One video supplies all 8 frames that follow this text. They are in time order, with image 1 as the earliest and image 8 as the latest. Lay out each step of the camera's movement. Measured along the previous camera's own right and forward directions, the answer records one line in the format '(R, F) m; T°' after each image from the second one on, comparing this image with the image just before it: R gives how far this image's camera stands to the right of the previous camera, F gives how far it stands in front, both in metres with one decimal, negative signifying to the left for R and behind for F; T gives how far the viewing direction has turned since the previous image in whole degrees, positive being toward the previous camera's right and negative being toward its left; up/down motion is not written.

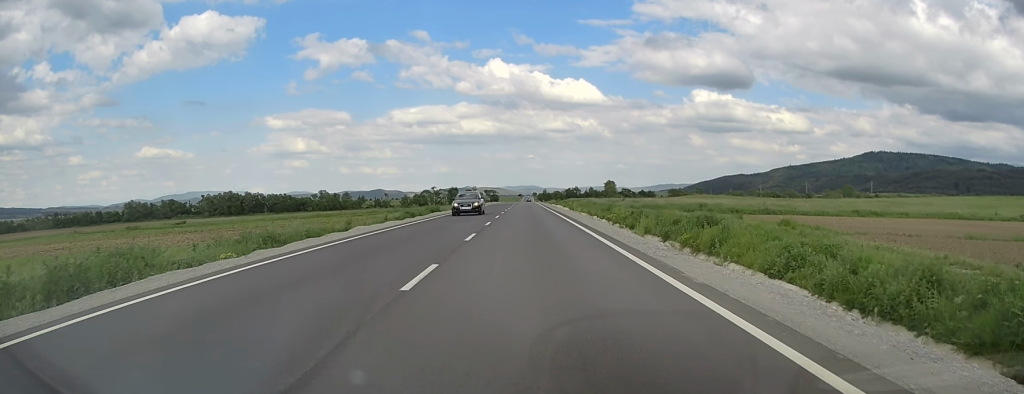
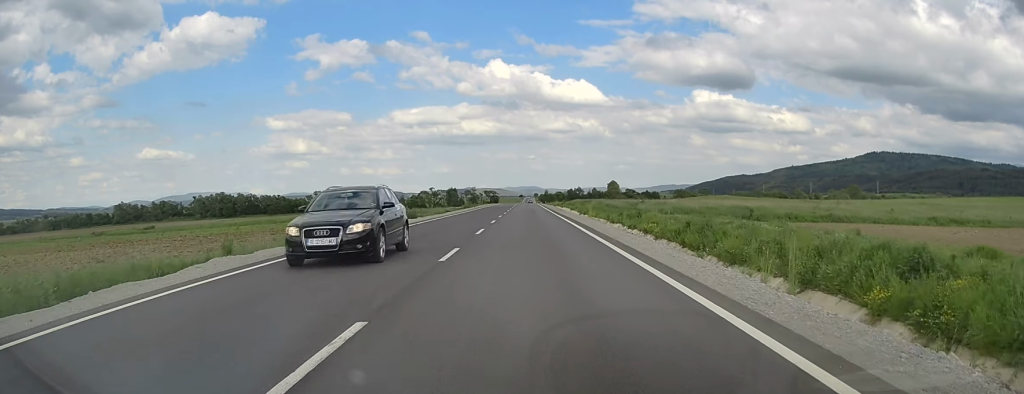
(-0.2, +14.1) m; 0°
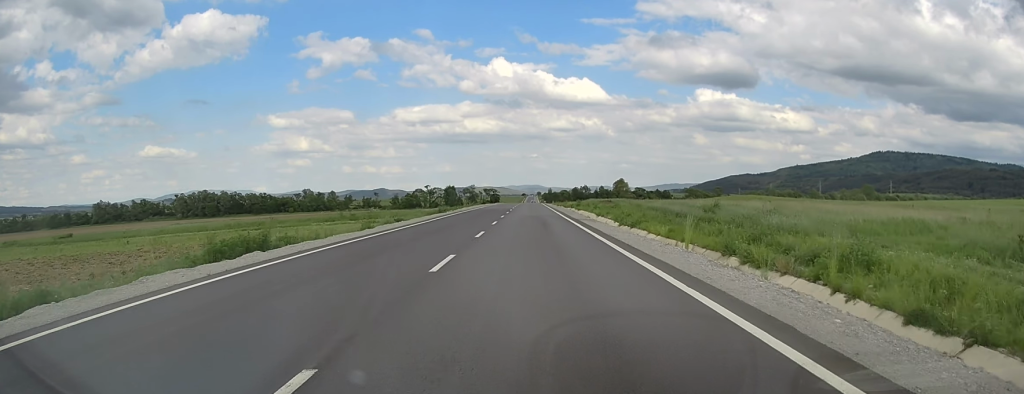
(+0.2, +28.7) m; +1°
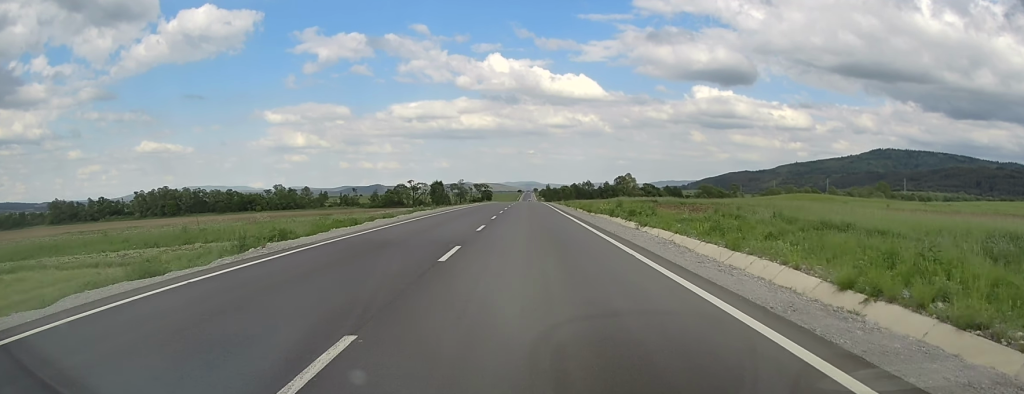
(+0.1, +44.1) m; 0°
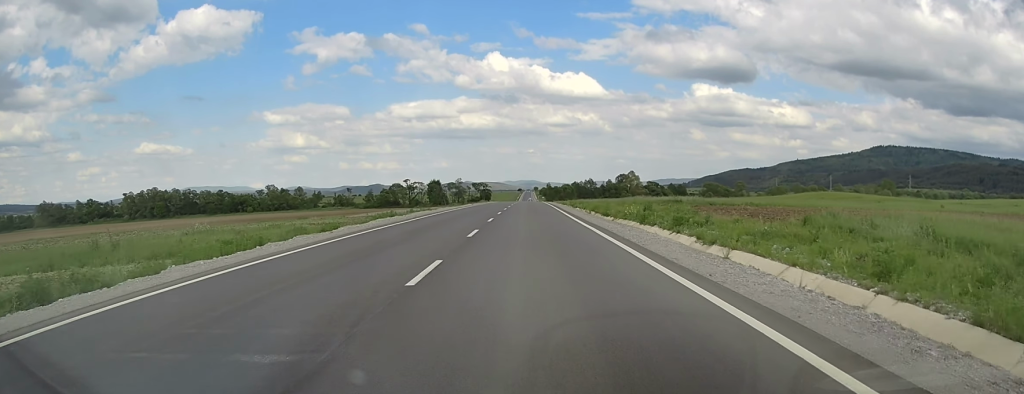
(+0.1, +12.1) m; 0°
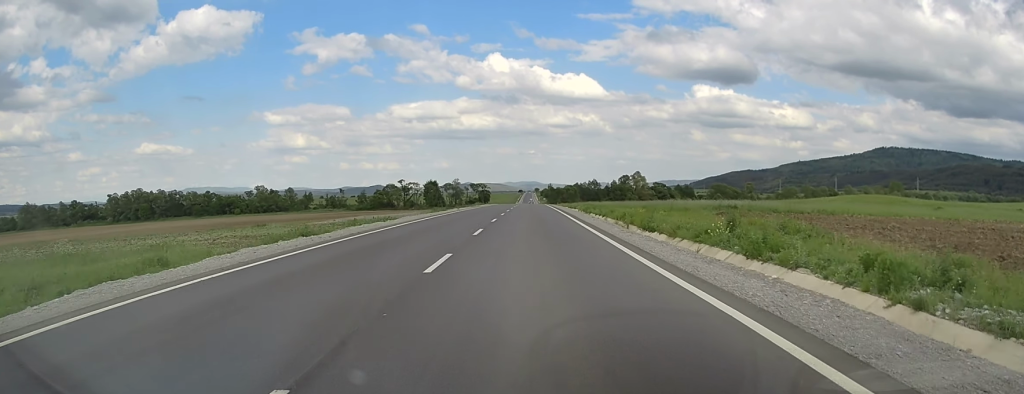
(-0.2, +16.7) m; 0°
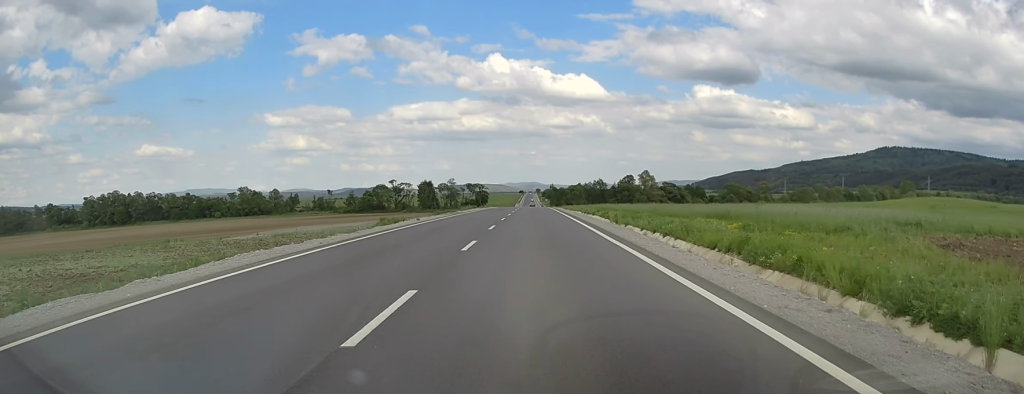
(-0.1, +23.2) m; 0°
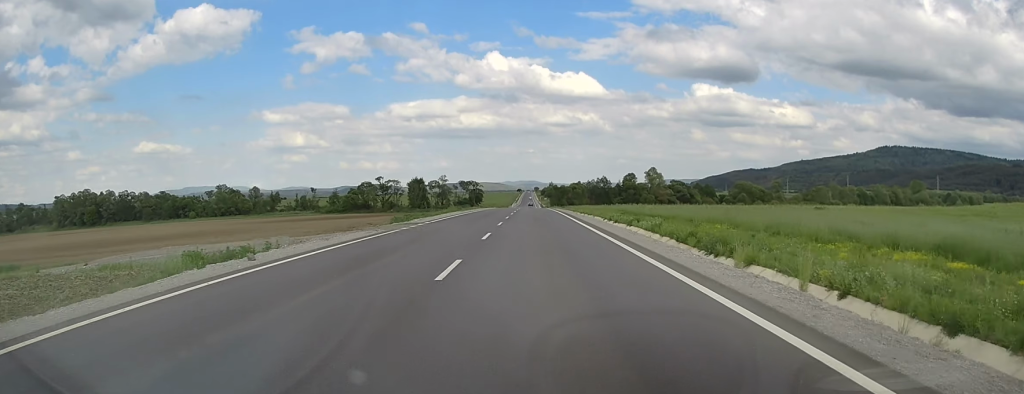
(+0.3, +23.4) m; +1°
